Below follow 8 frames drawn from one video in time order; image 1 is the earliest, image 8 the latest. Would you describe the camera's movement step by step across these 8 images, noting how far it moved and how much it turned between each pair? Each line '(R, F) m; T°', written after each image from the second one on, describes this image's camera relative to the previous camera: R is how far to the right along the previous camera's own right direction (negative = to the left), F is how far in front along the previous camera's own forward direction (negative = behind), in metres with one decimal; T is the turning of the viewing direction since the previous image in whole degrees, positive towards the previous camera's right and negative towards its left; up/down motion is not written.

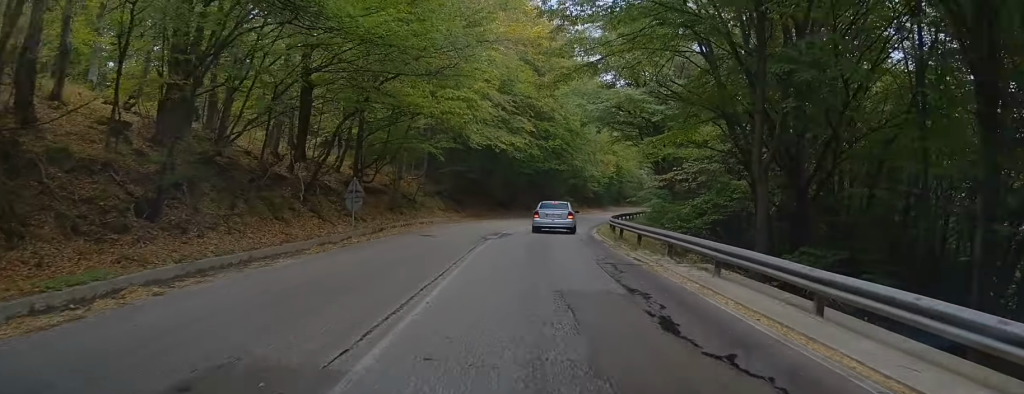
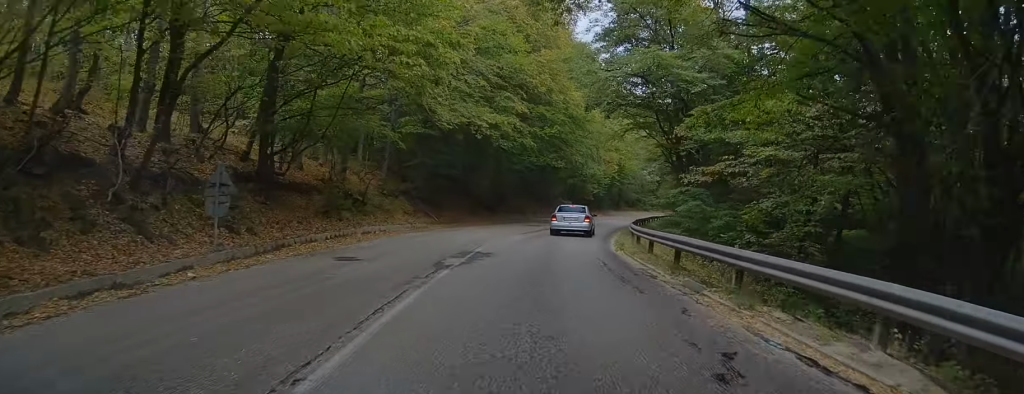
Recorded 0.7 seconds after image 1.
(+0.2, +9.9) m; +2°
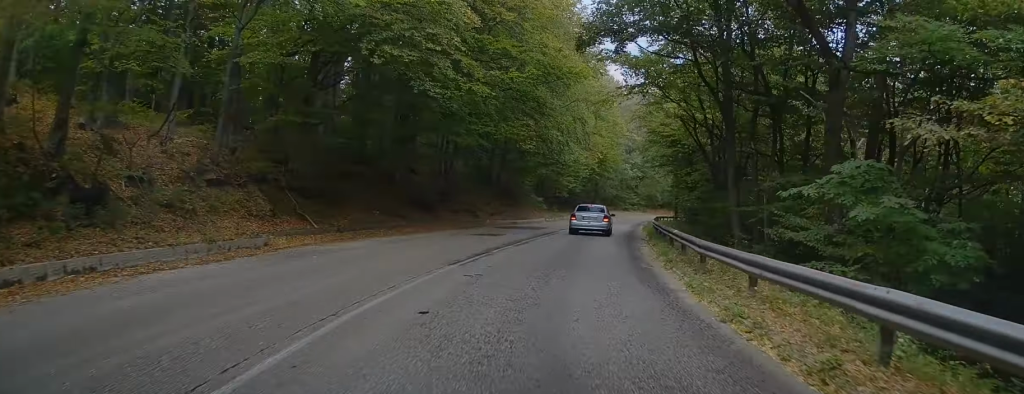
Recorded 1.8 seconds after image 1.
(+0.3, +16.8) m; +3°
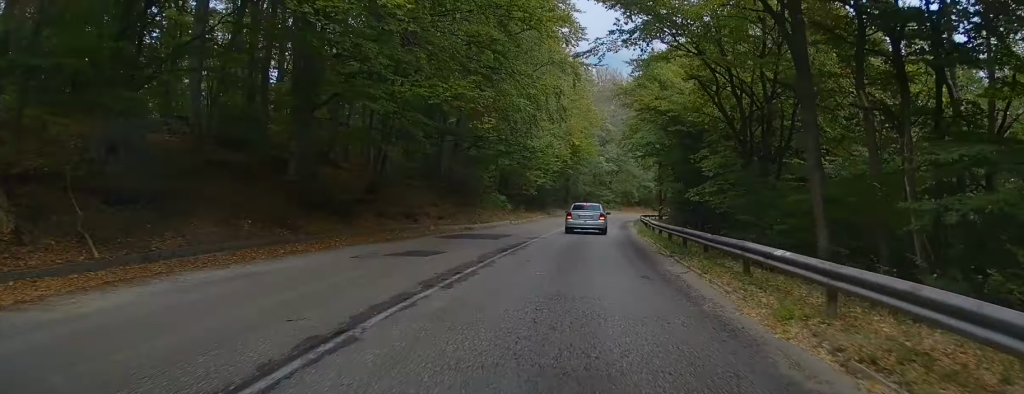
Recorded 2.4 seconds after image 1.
(+0.2, +10.5) m; +2°
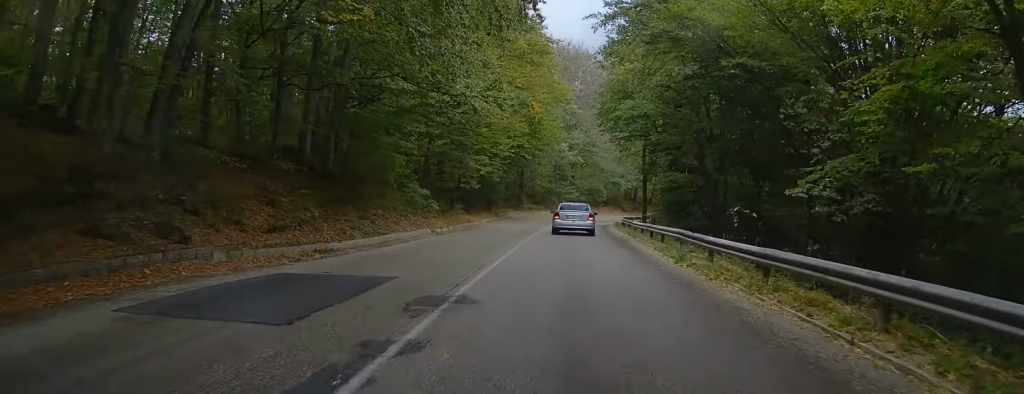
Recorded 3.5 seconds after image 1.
(+0.3, +17.6) m; +2°
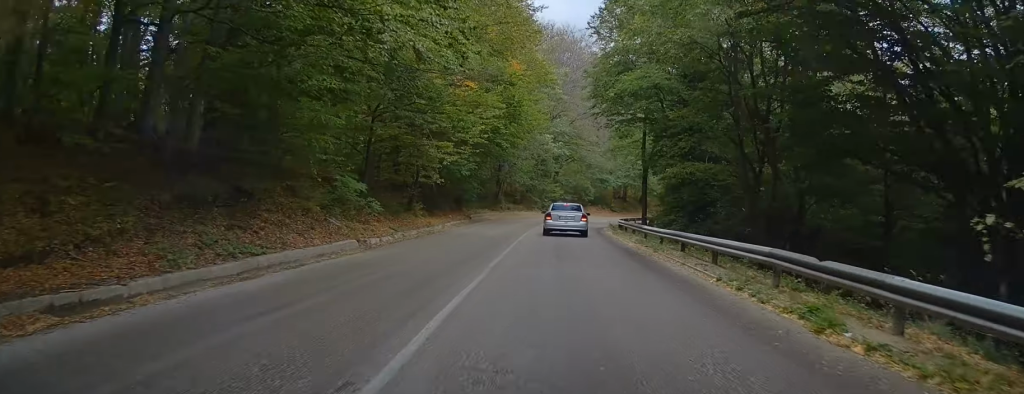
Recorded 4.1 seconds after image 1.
(+0.1, +9.0) m; +2°
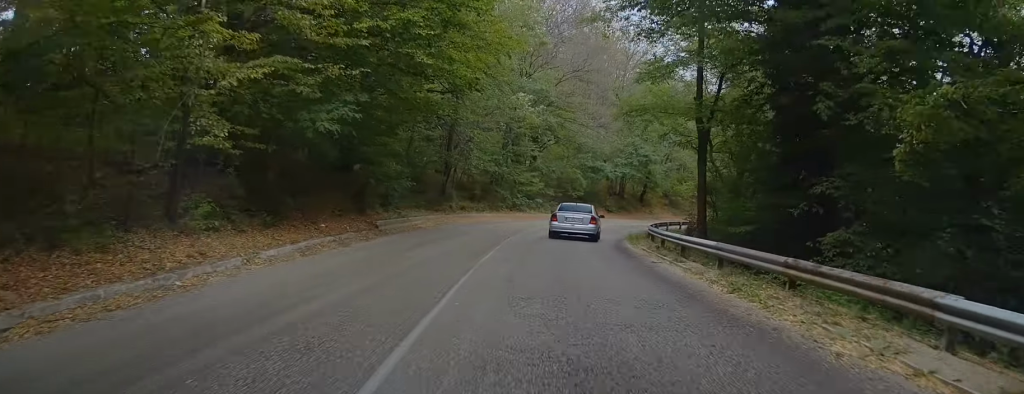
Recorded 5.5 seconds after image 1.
(+1.0, +21.8) m; +5°
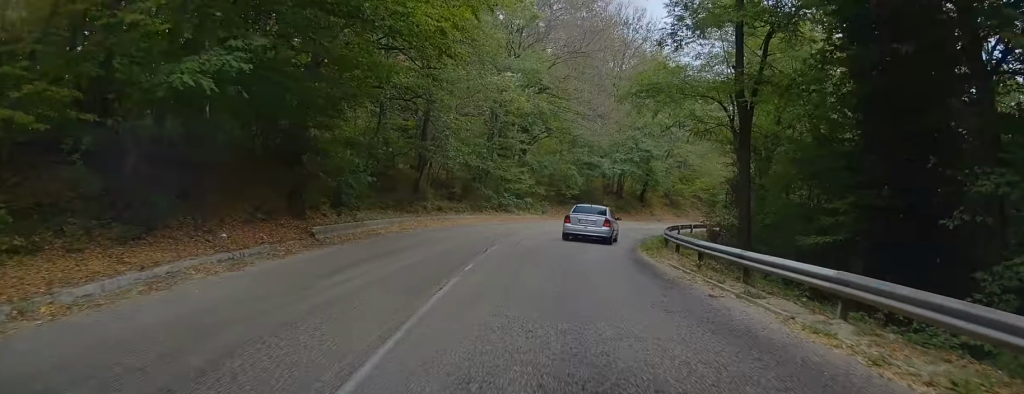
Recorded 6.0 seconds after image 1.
(+0.1, +6.2) m; +2°
